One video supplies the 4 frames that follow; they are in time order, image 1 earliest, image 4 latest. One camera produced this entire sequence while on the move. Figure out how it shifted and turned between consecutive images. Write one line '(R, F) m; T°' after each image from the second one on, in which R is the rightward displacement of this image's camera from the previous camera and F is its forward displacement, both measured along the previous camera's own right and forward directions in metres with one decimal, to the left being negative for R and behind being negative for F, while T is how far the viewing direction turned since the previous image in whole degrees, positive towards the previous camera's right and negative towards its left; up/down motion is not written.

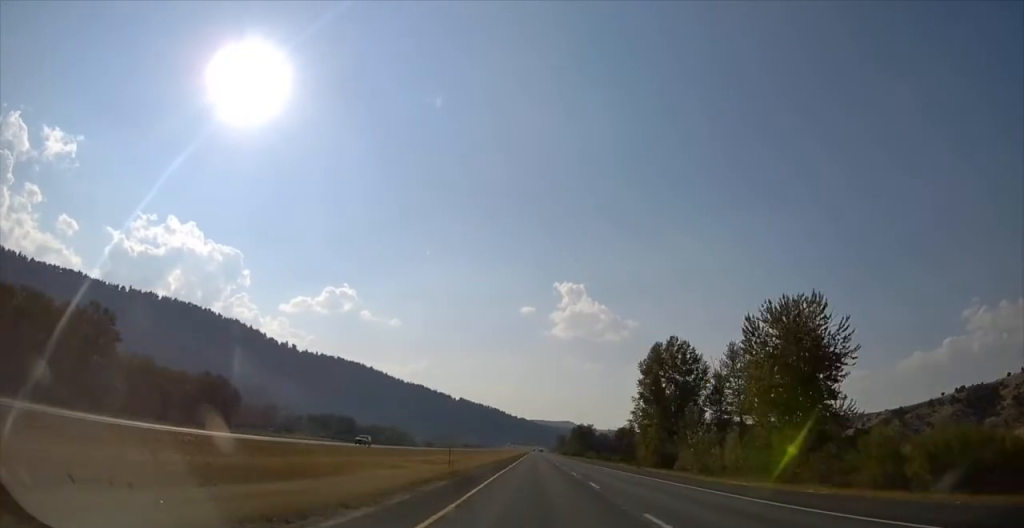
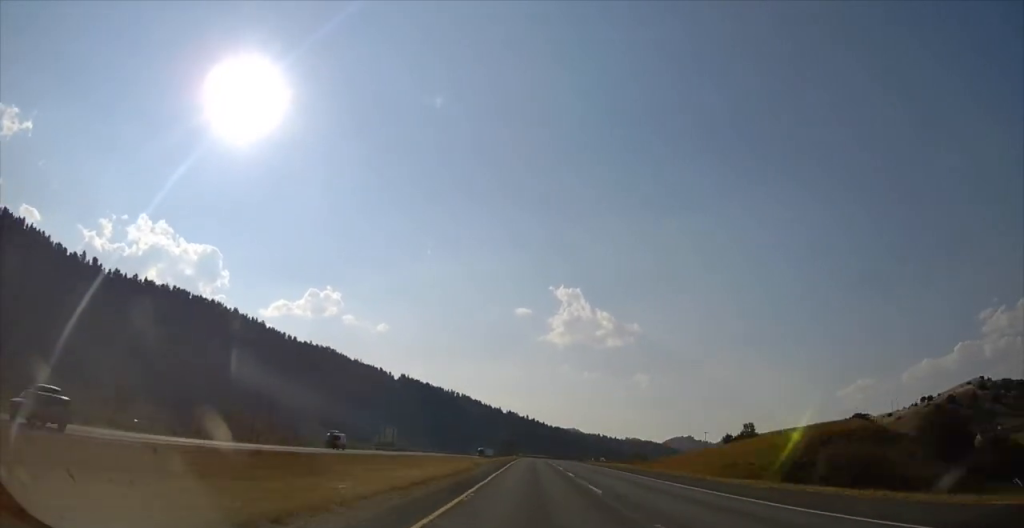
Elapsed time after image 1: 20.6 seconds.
(+6.2, +800.3) m; +7°
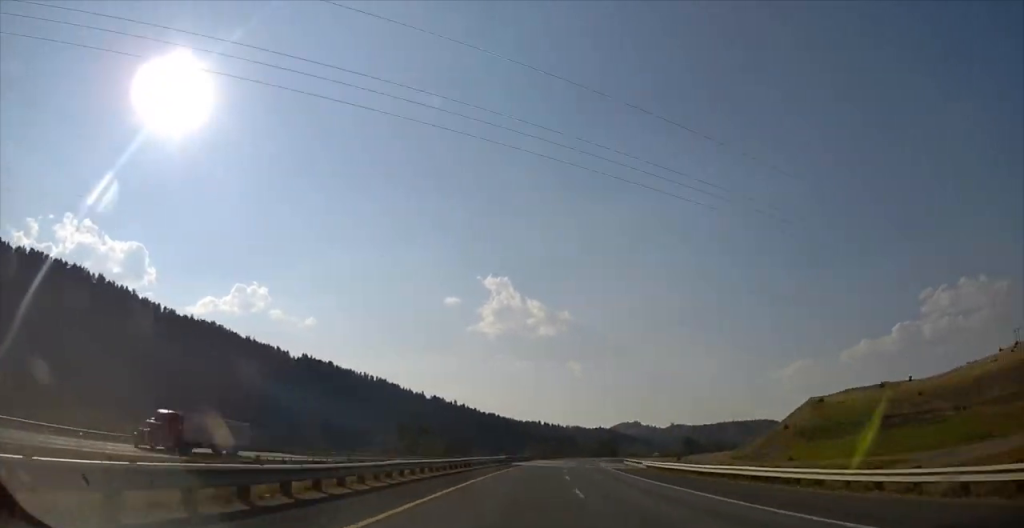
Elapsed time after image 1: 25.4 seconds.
(+11.3, +185.6) m; +9°
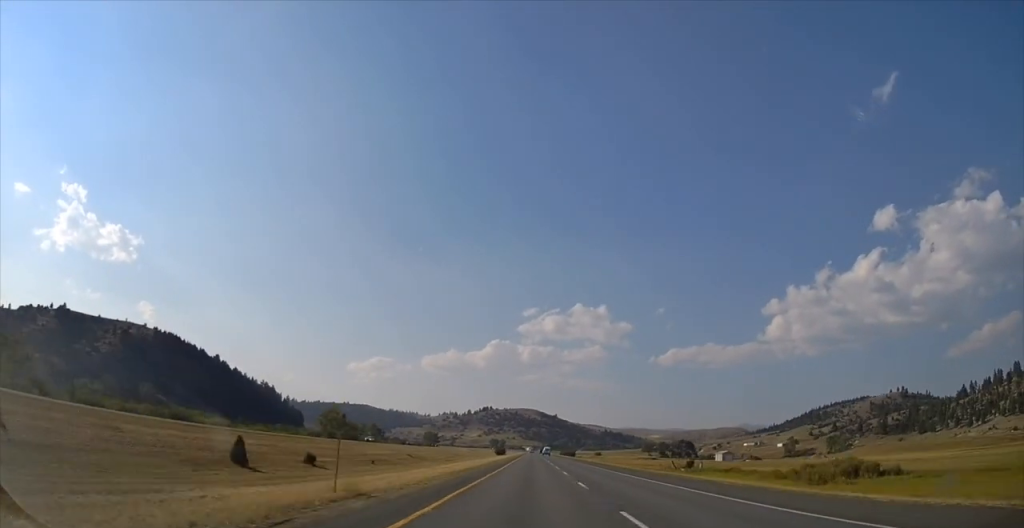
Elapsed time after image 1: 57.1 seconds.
(+424.1, +1092.0) m; +26°
